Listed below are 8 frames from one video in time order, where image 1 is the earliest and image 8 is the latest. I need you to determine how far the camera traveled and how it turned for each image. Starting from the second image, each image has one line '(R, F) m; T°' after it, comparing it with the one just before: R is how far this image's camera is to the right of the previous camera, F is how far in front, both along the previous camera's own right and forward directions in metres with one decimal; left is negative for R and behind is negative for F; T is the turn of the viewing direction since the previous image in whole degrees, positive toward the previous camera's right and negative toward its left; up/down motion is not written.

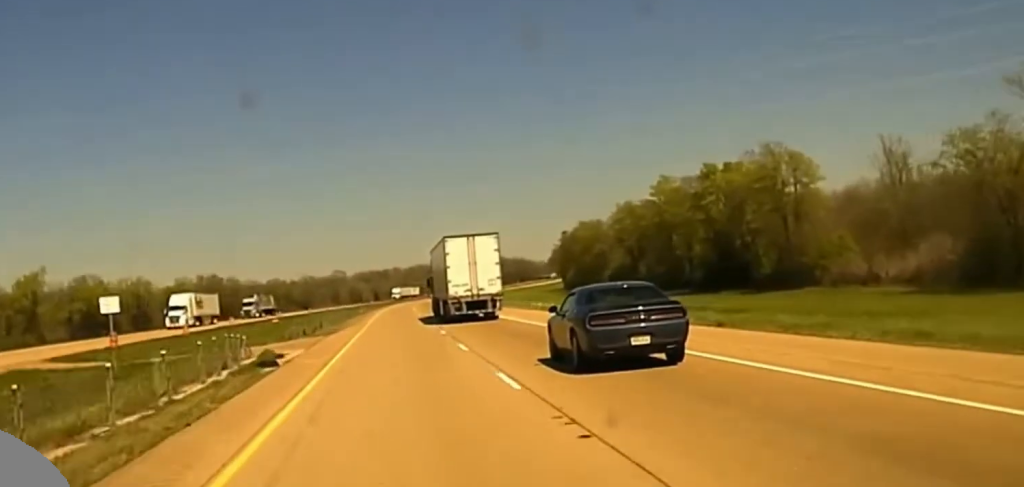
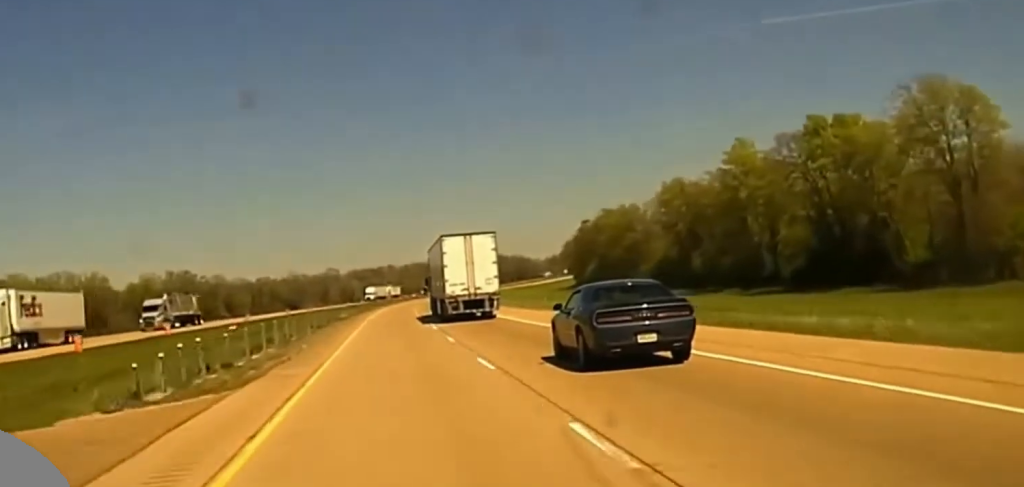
(-0.2, +30.5) m; 0°
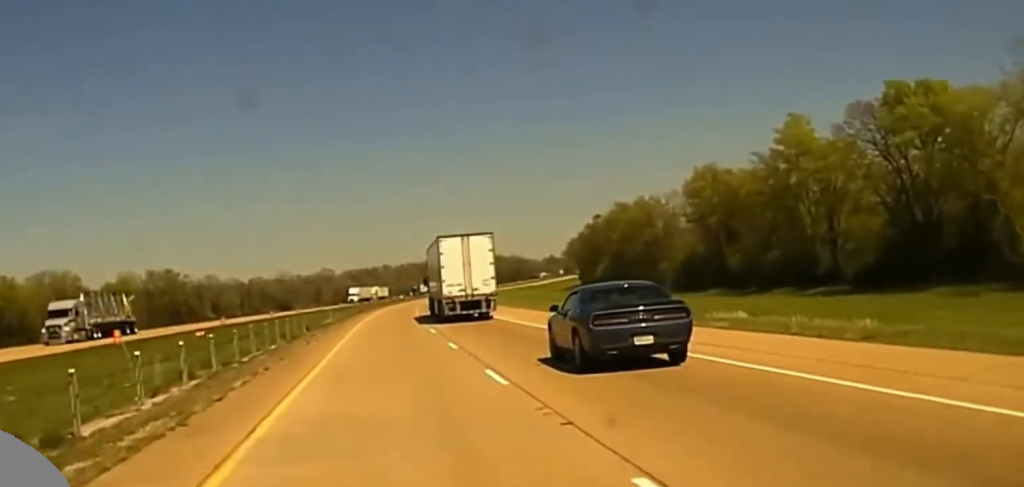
(+0.1, +15.1) m; +1°
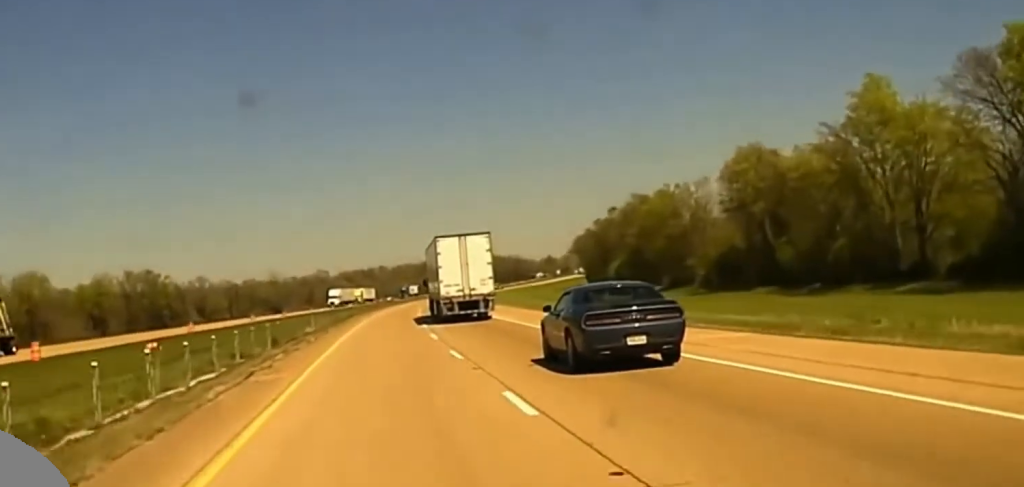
(+0.1, +16.3) m; 0°
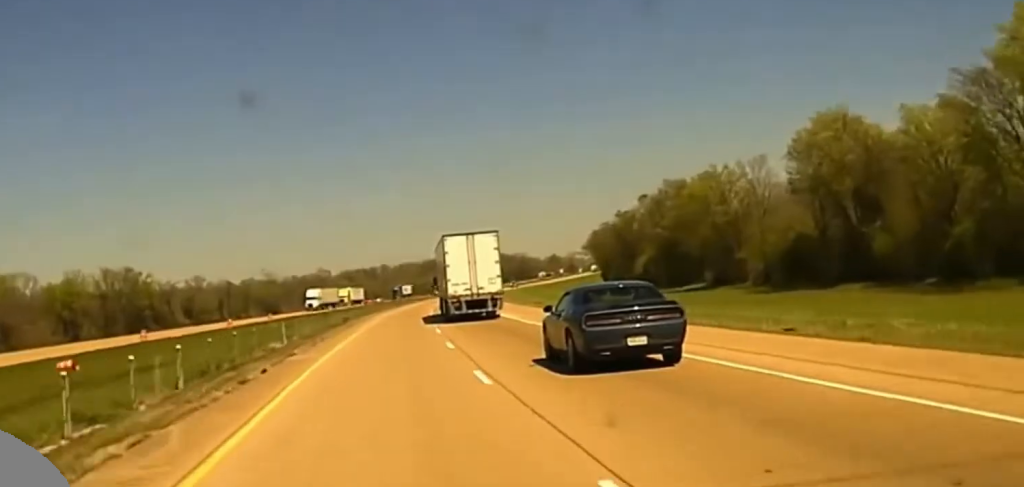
(+0.1, +20.5) m; 0°
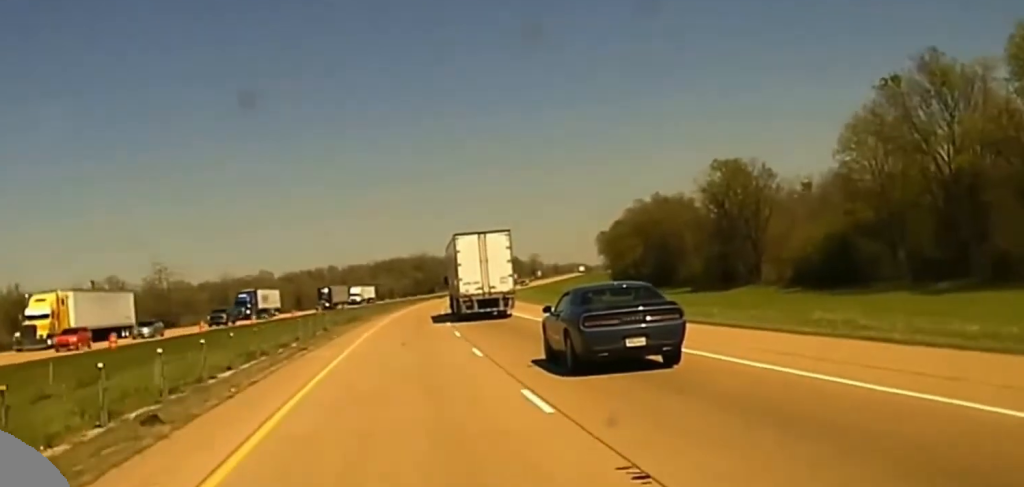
(+0.5, +88.6) m; +2°
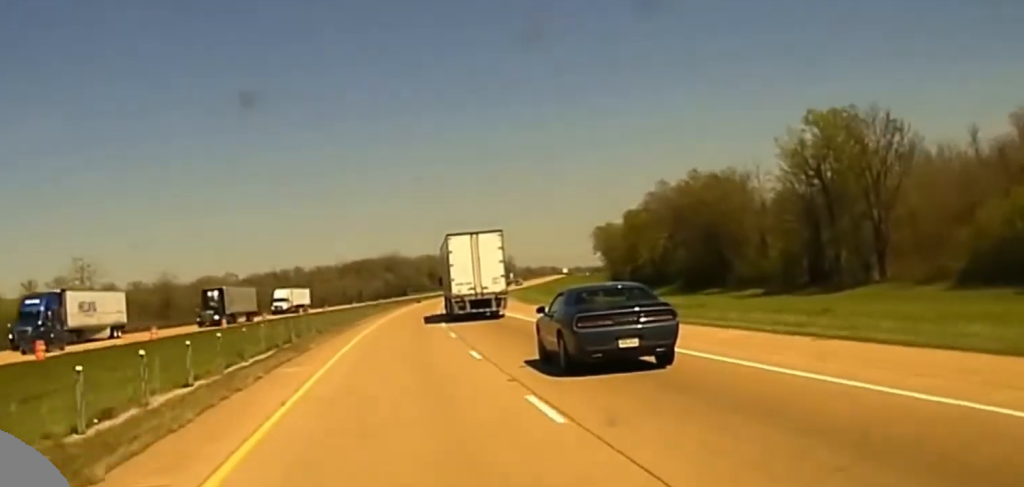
(+0.8, +37.8) m; +2°
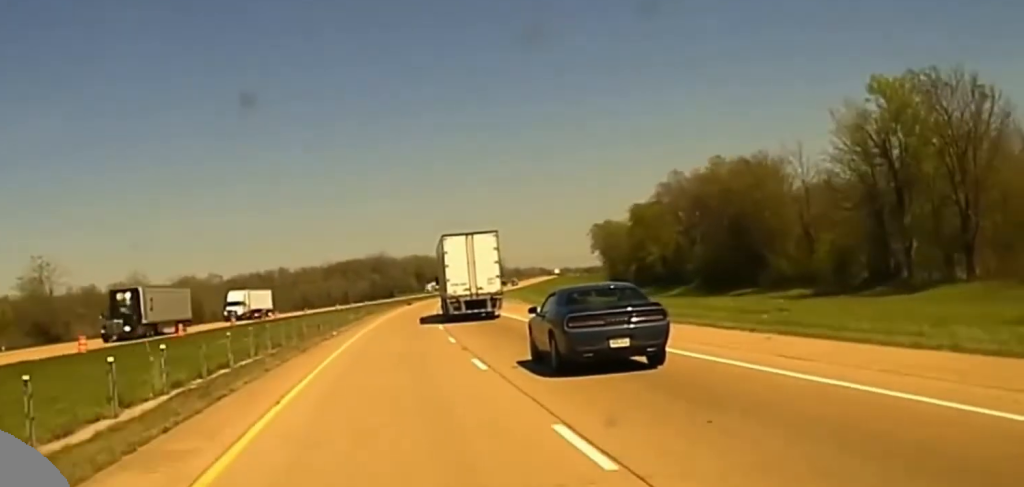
(0.0, +14.8) m; 0°
